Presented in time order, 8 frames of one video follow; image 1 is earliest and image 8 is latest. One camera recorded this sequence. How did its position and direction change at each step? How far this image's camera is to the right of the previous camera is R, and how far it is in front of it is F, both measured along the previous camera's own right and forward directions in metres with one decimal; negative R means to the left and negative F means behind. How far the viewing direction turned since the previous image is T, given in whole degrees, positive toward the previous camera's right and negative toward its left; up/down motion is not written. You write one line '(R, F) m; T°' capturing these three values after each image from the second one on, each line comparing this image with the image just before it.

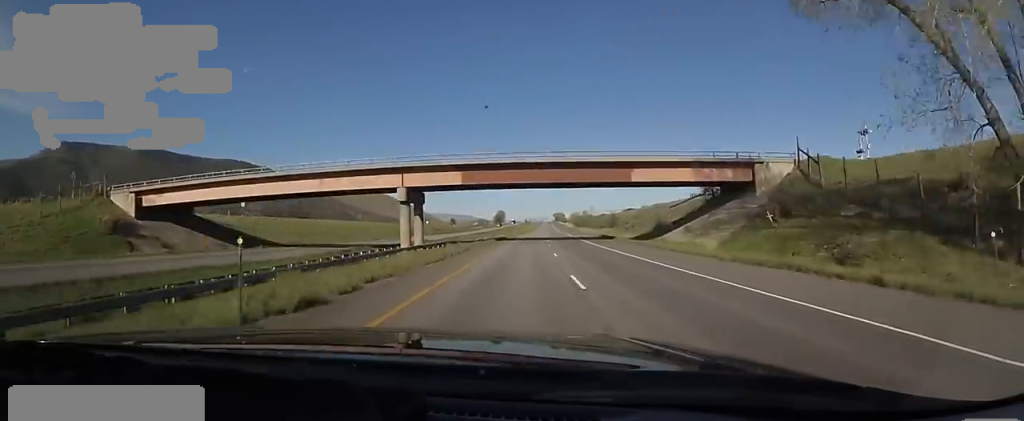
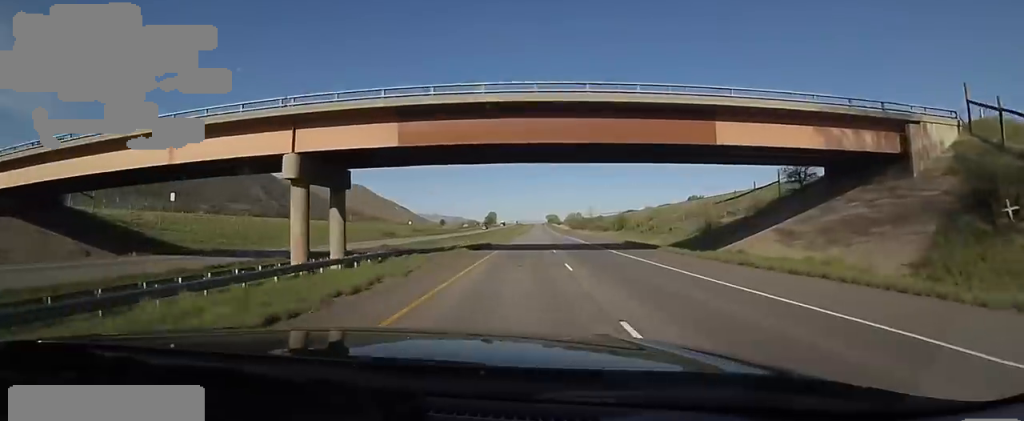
(+0.3, +18.8) m; 0°
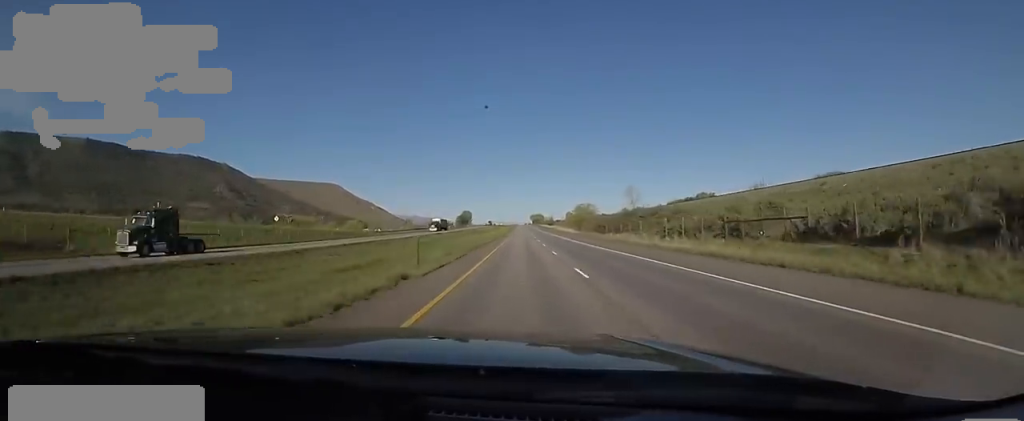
(+0.1, +98.8) m; +3°
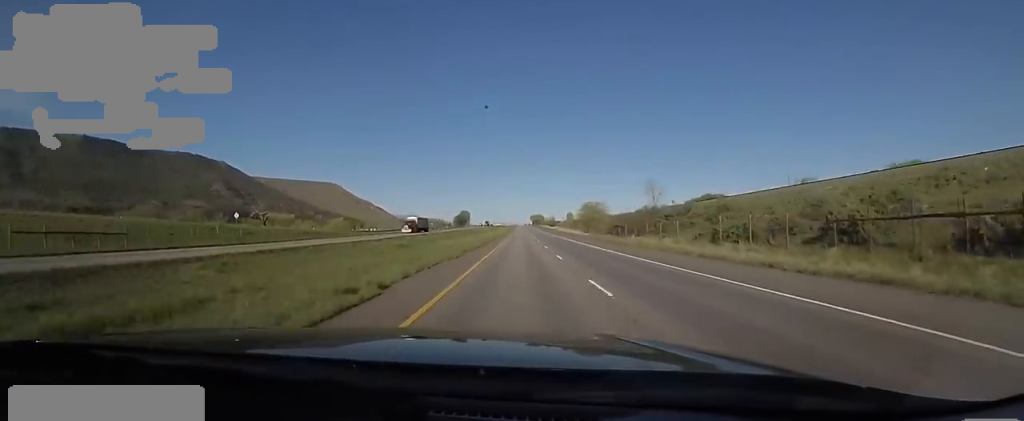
(0.0, +15.6) m; 0°
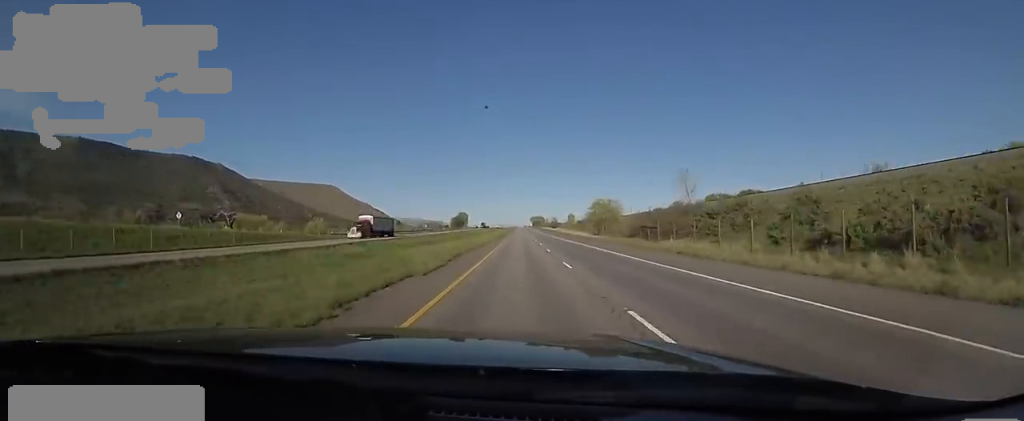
(0.0, +16.6) m; 0°
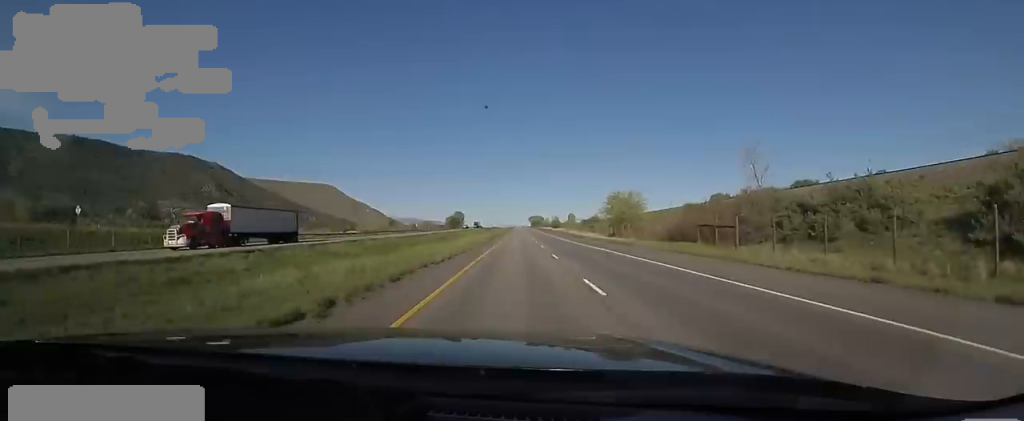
(0.0, +19.7) m; 0°
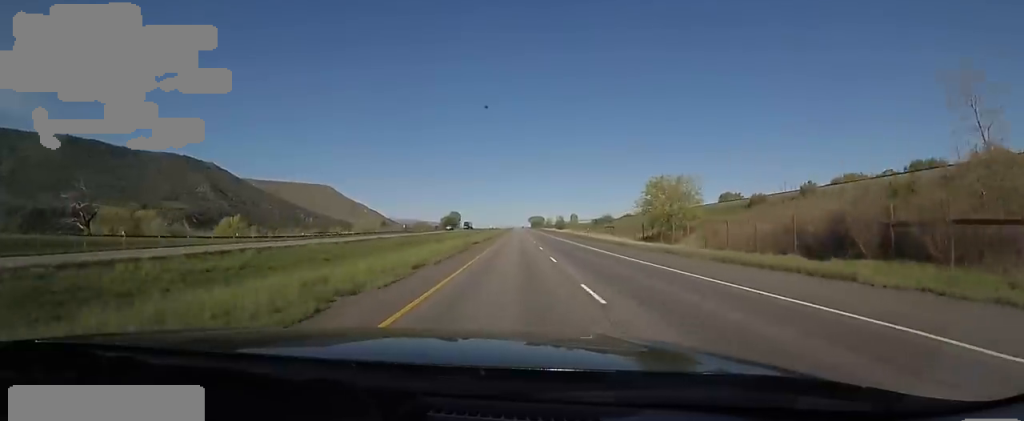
(-0.2, +24.8) m; -2°
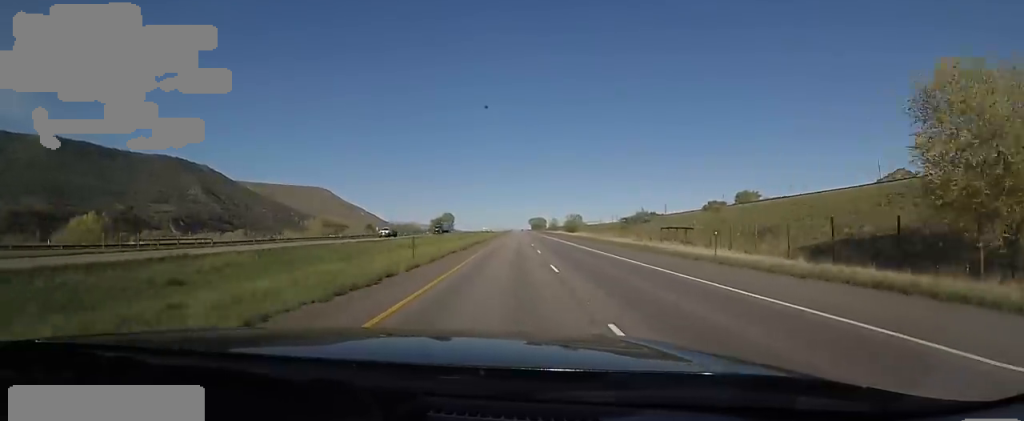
(-1.0, +40.5) m; +1°
